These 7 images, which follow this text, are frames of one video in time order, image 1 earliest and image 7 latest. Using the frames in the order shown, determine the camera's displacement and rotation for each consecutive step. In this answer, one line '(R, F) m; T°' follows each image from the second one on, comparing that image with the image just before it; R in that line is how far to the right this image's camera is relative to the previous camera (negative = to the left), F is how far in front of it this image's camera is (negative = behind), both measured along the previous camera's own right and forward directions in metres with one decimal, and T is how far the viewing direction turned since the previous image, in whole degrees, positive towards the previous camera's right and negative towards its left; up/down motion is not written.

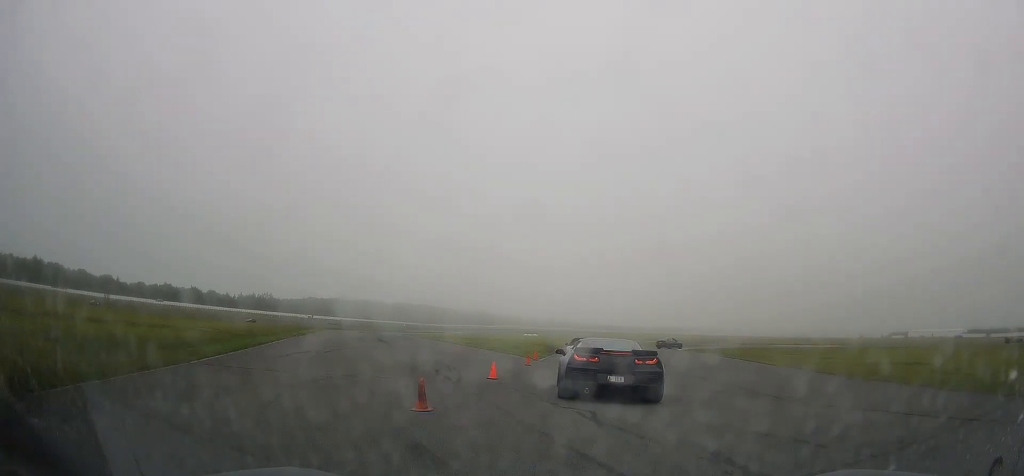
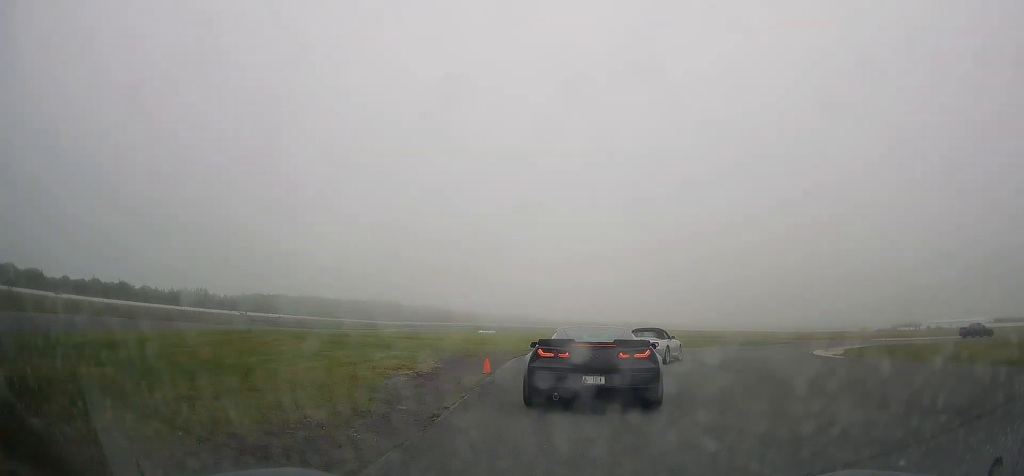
(+0.6, +48.0) m; +3°
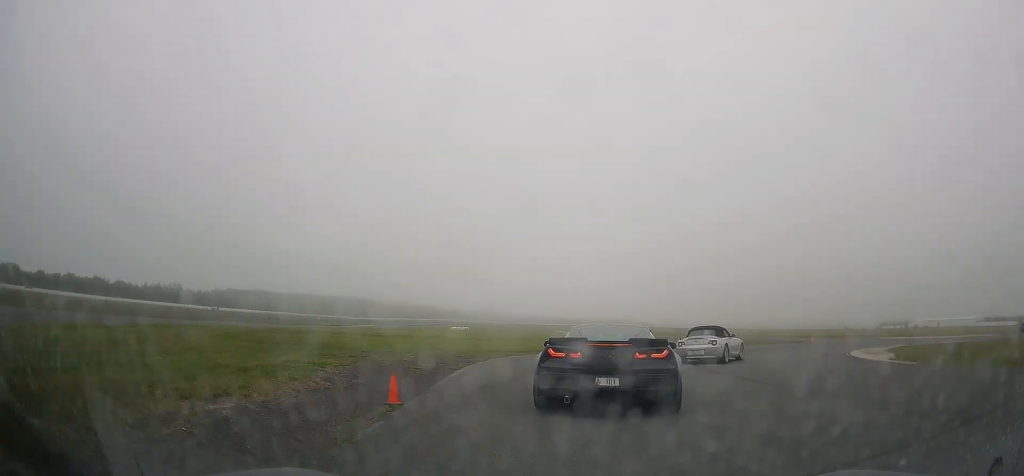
(-0.1, +7.3) m; +4°
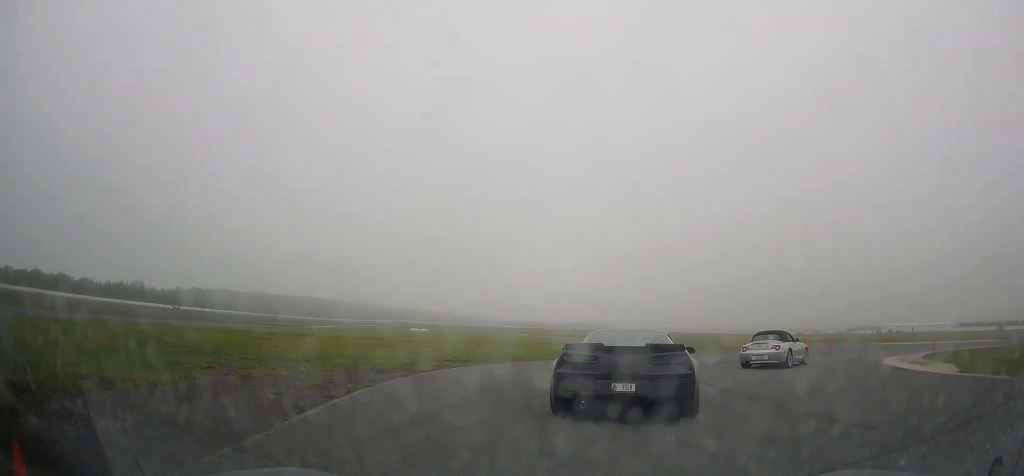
(-0.6, +7.2) m; +5°
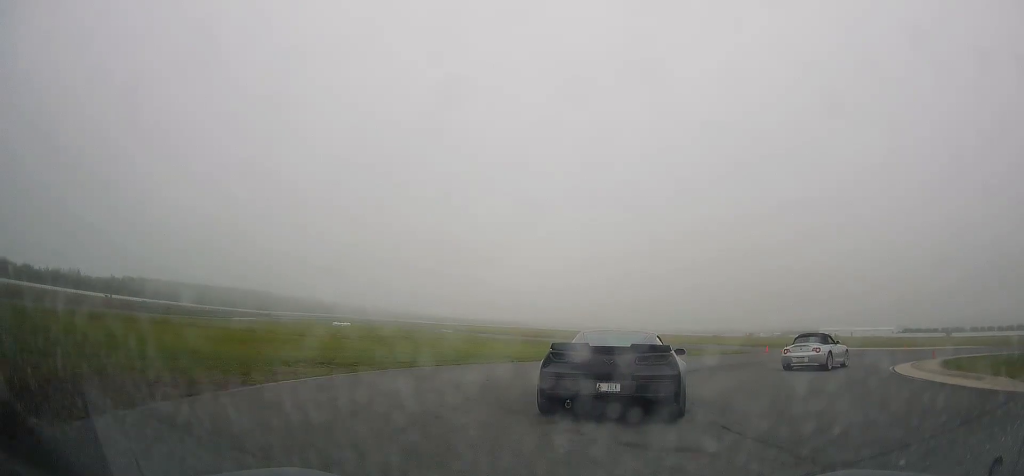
(+1.2, +6.0) m; +10°
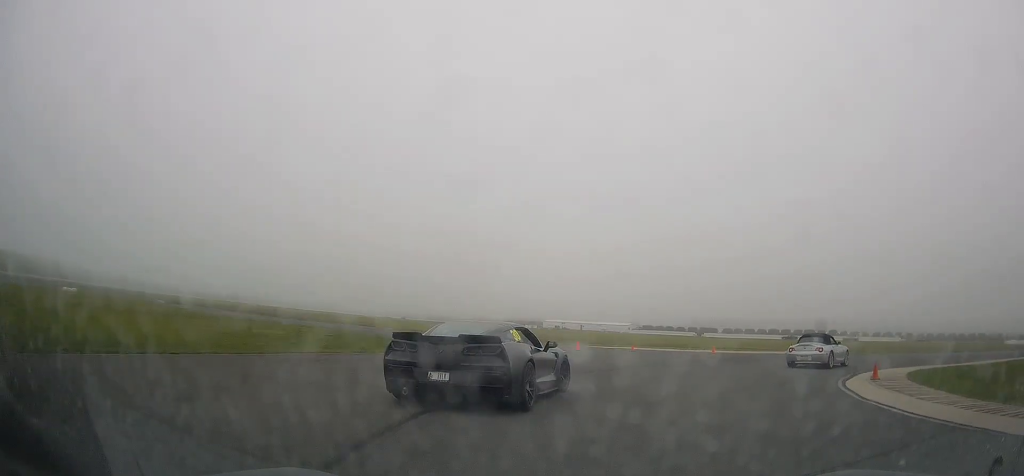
(+2.9, +13.8) m; +27°
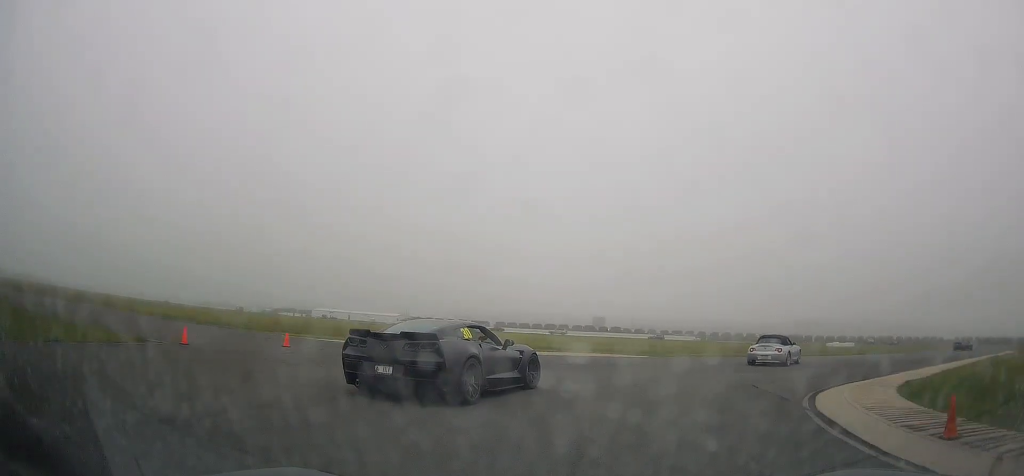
(+1.9, +10.1) m; +23°
